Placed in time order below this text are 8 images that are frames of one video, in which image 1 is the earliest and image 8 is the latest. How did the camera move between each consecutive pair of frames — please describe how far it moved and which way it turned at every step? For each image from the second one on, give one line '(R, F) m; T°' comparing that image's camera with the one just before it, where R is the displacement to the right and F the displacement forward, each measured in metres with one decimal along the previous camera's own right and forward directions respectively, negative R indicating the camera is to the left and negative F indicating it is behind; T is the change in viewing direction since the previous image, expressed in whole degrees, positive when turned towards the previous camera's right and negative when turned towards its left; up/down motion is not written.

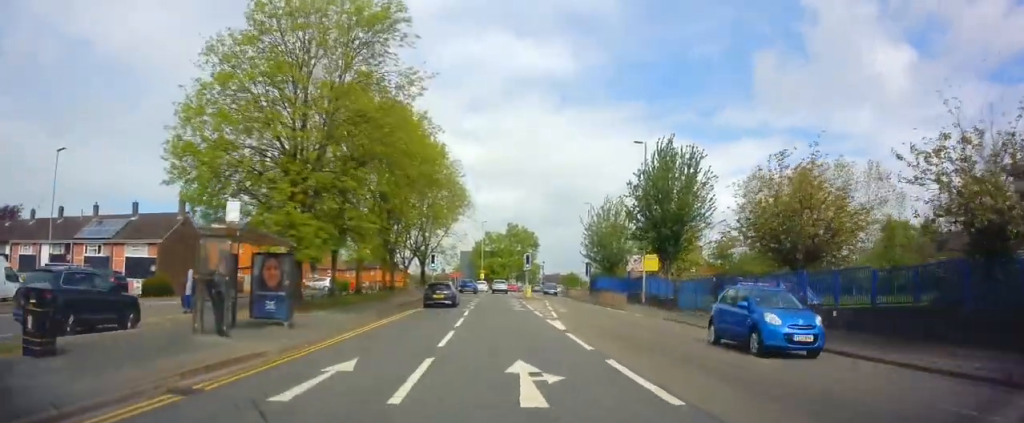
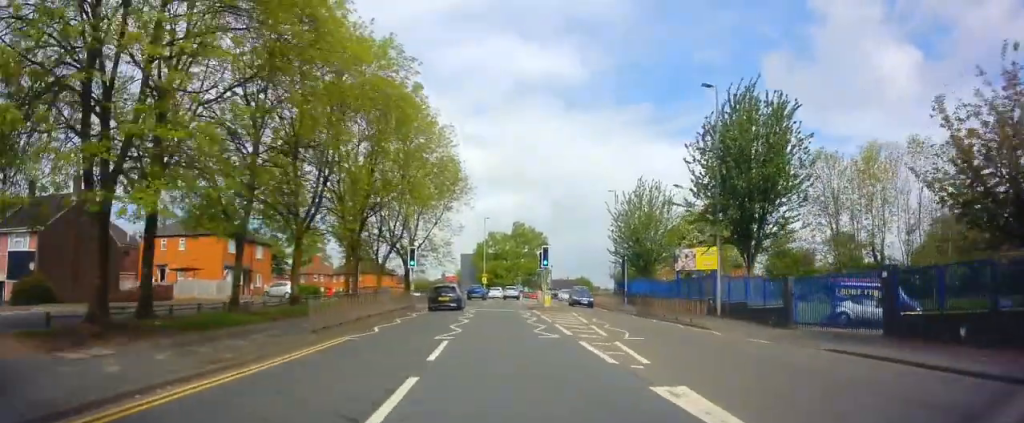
(-0.2, +13.5) m; -2°
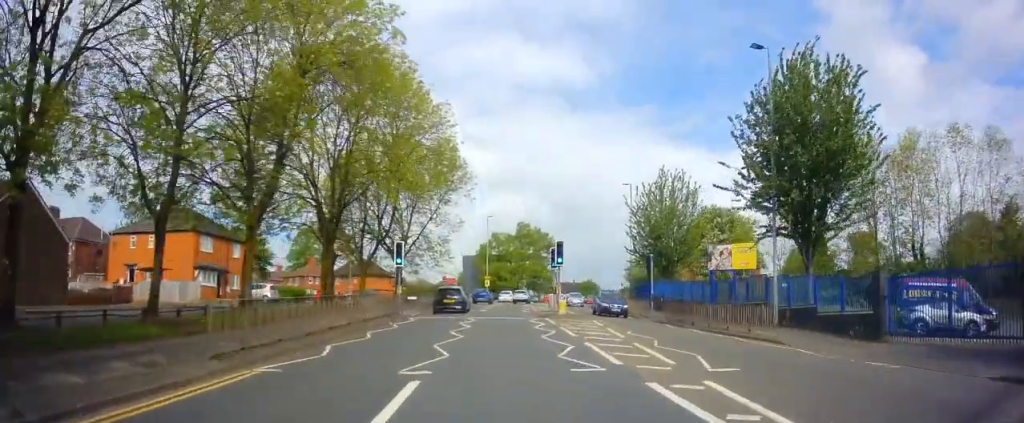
(0.0, +5.7) m; -1°
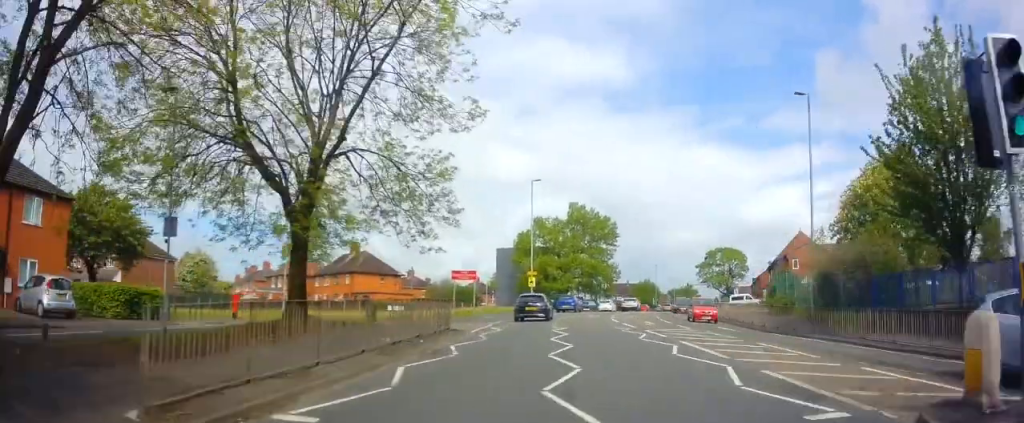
(-0.7, +28.6) m; -1°
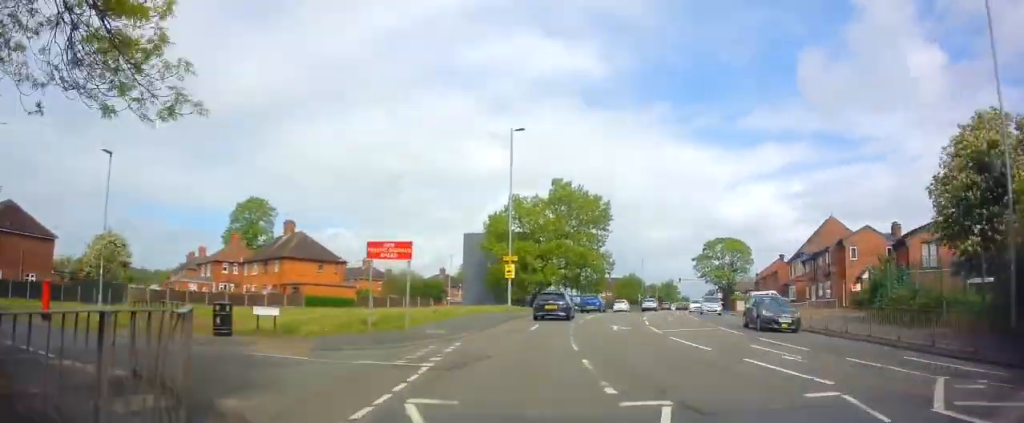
(+0.2, +15.8) m; +3°
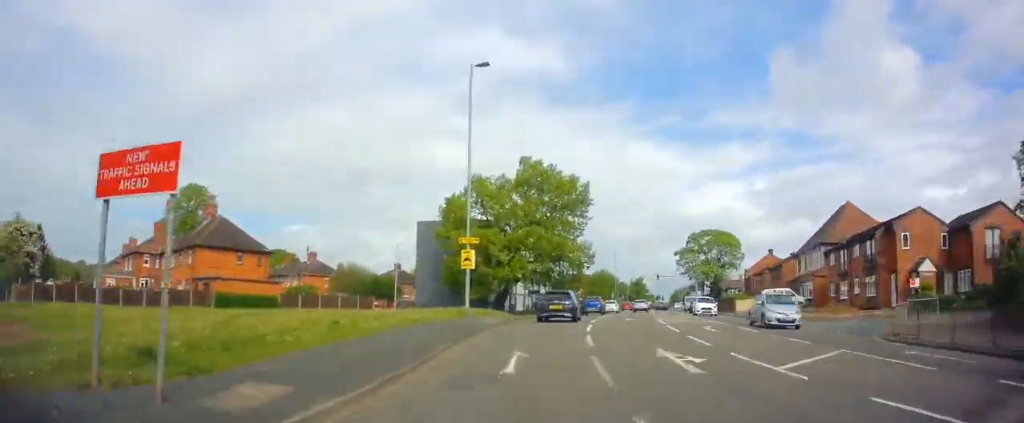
(+0.4, +11.3) m; +4°
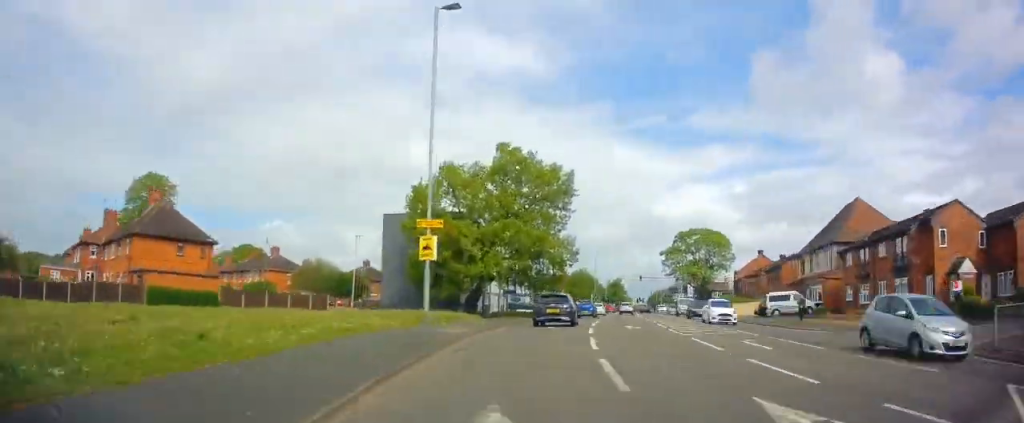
(+0.1, +6.2) m; +2°
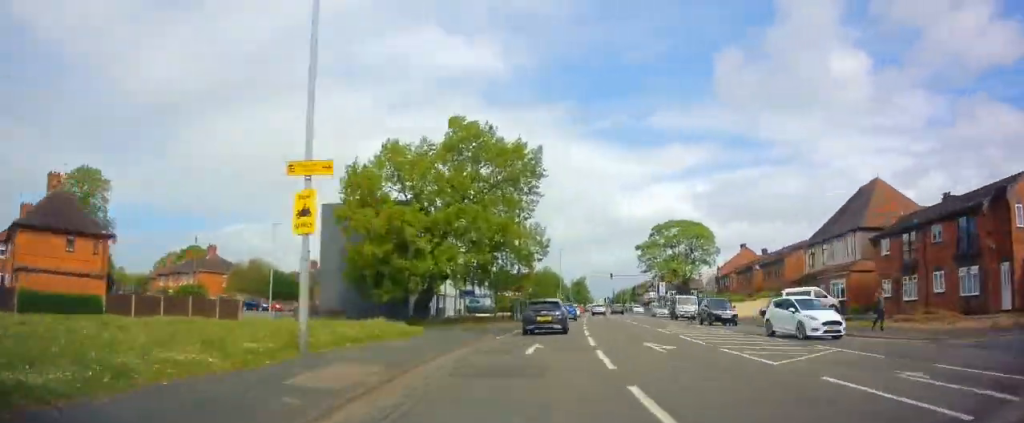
(+0.2, +9.2) m; +3°
